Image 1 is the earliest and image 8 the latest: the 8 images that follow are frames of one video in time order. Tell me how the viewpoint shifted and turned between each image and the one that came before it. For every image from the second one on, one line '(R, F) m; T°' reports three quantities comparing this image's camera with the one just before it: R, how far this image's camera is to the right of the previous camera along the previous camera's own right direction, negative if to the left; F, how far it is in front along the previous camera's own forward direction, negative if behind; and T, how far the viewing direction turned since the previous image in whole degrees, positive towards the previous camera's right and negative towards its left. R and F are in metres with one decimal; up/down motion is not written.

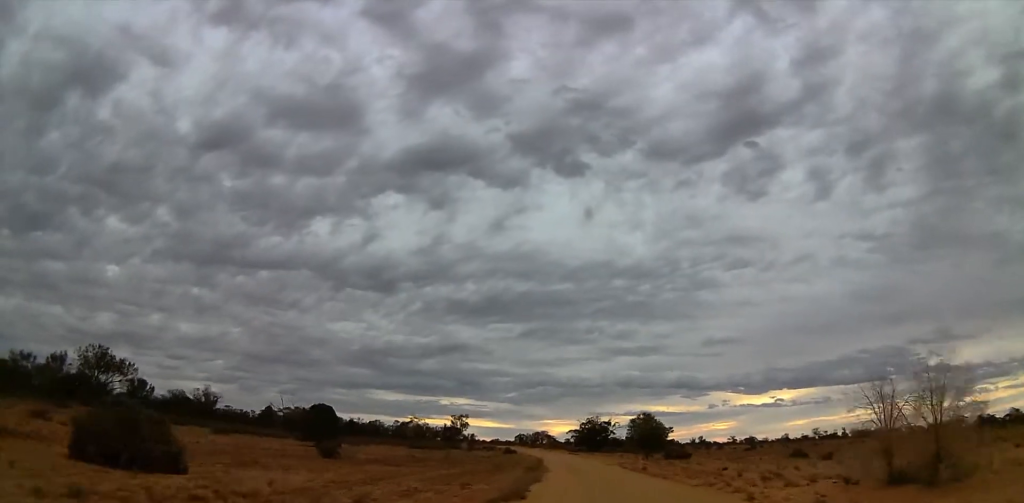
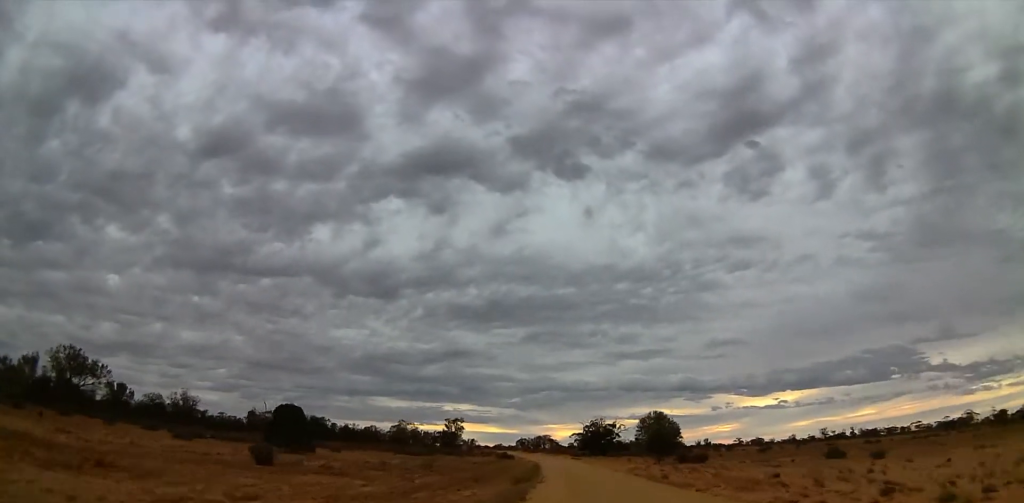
(0.0, +8.0) m; 0°
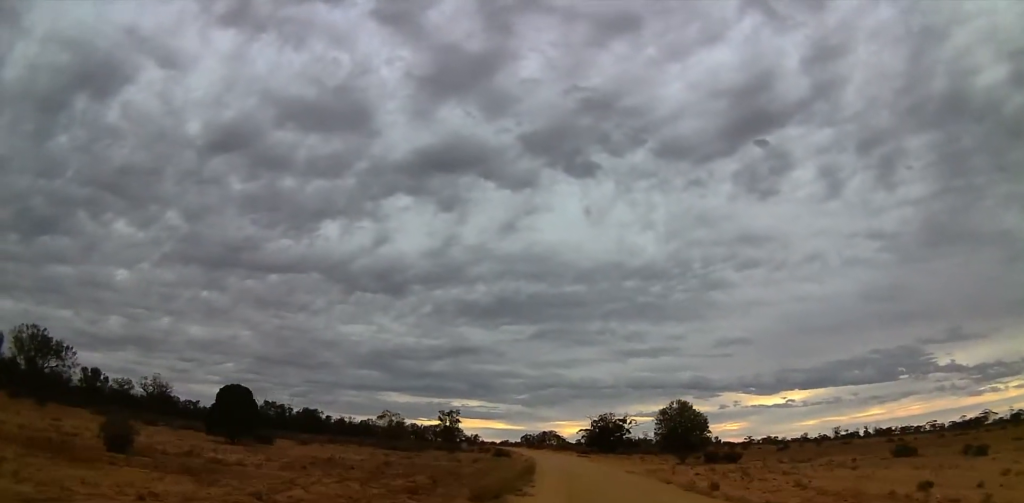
(-0.1, +10.5) m; -1°
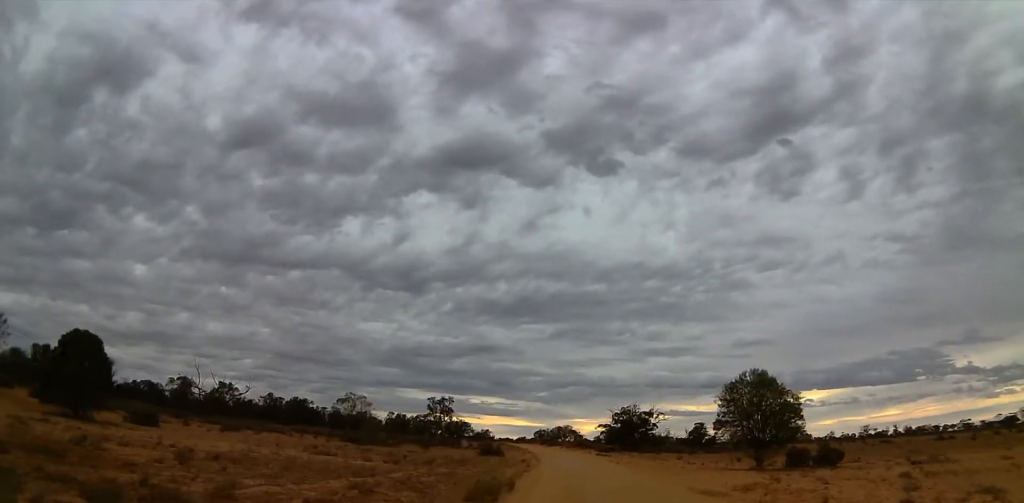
(-0.2, +18.5) m; -2°
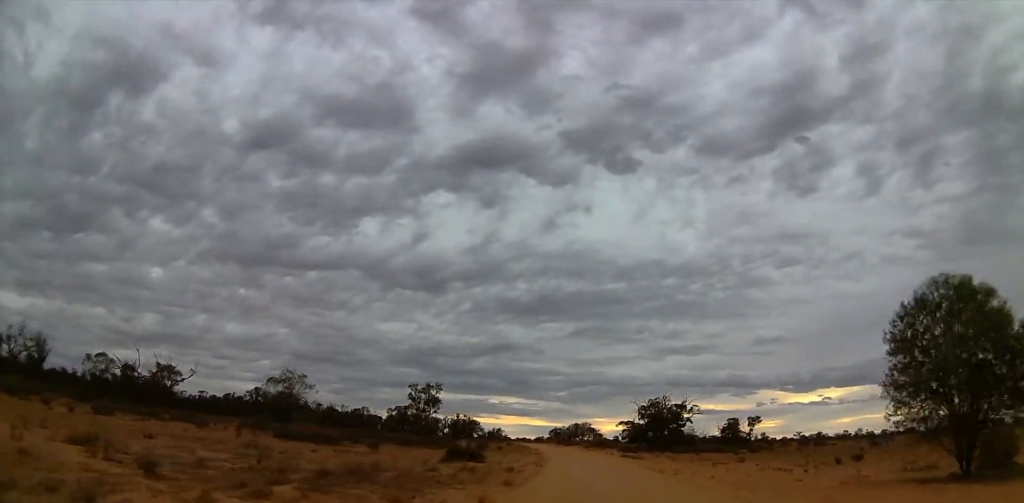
(-0.3, +17.5) m; -2°
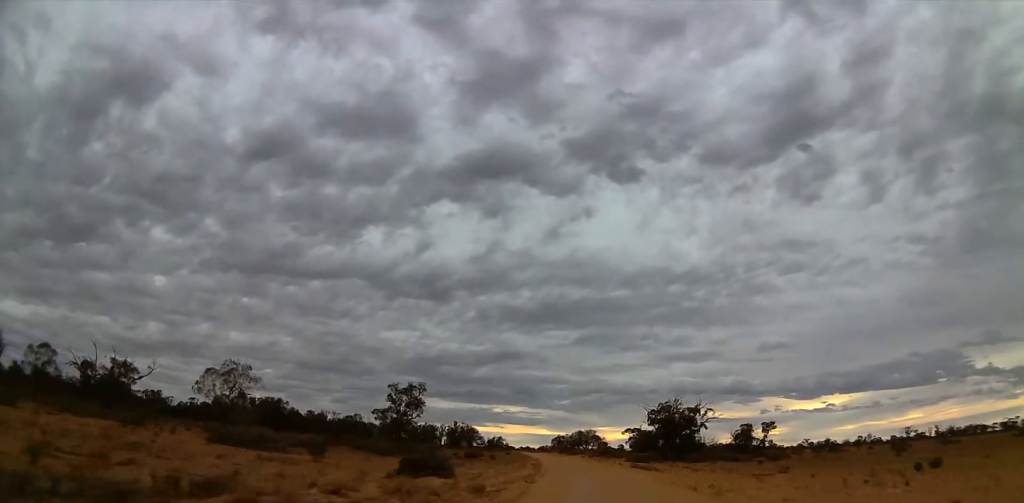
(0.0, +8.5) m; 0°
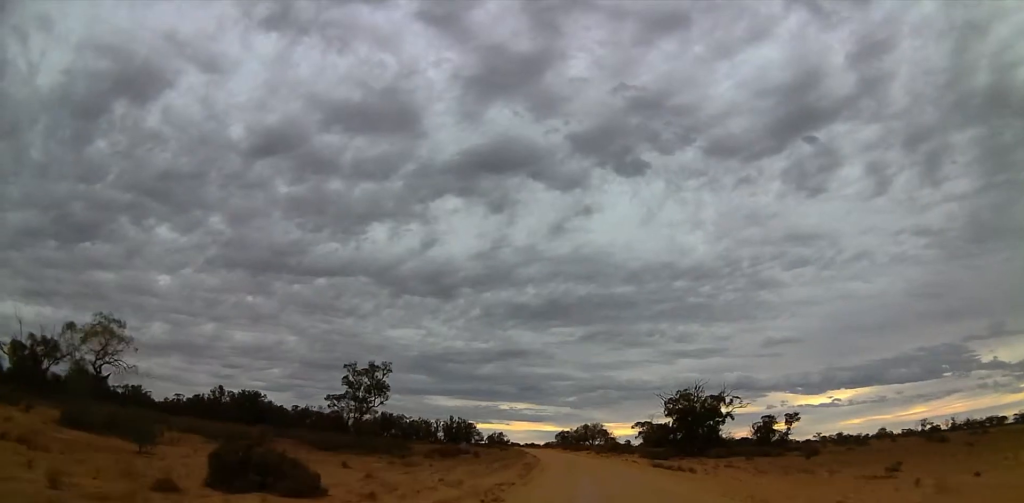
(-0.1, +12.0) m; 0°
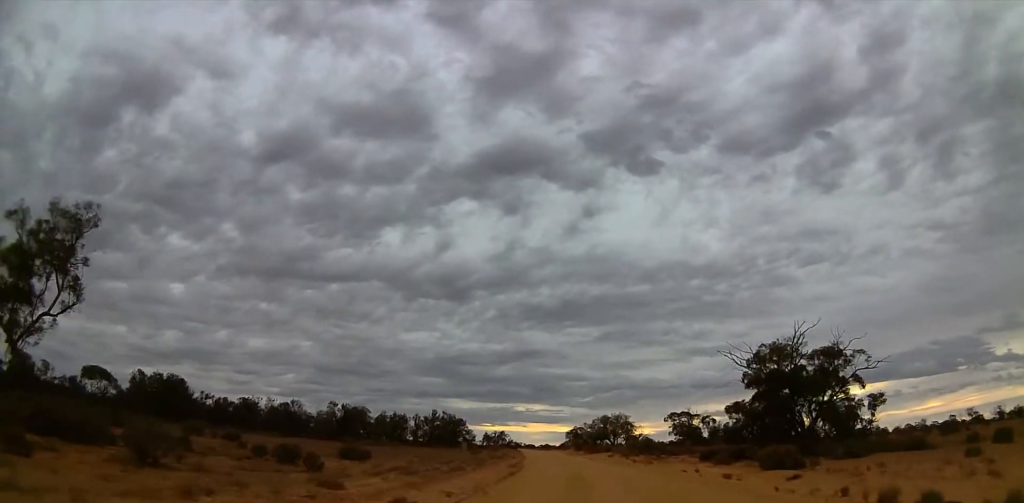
(-0.4, +33.0) m; -2°
